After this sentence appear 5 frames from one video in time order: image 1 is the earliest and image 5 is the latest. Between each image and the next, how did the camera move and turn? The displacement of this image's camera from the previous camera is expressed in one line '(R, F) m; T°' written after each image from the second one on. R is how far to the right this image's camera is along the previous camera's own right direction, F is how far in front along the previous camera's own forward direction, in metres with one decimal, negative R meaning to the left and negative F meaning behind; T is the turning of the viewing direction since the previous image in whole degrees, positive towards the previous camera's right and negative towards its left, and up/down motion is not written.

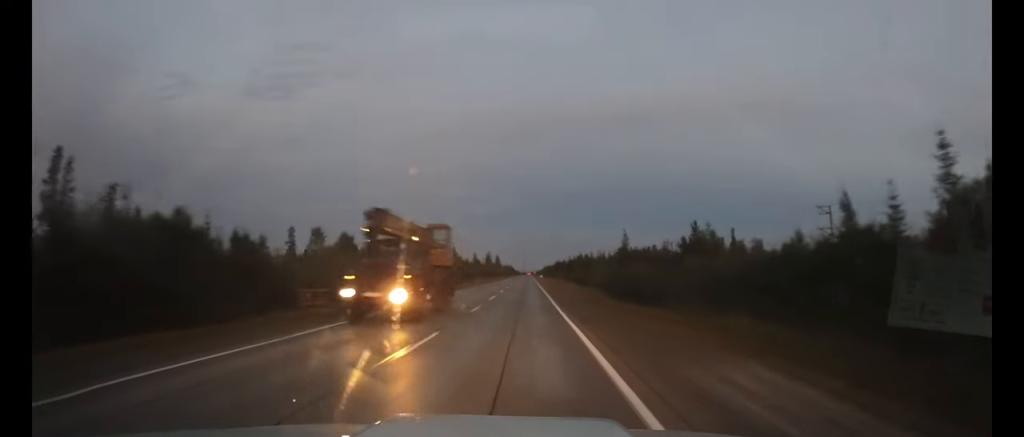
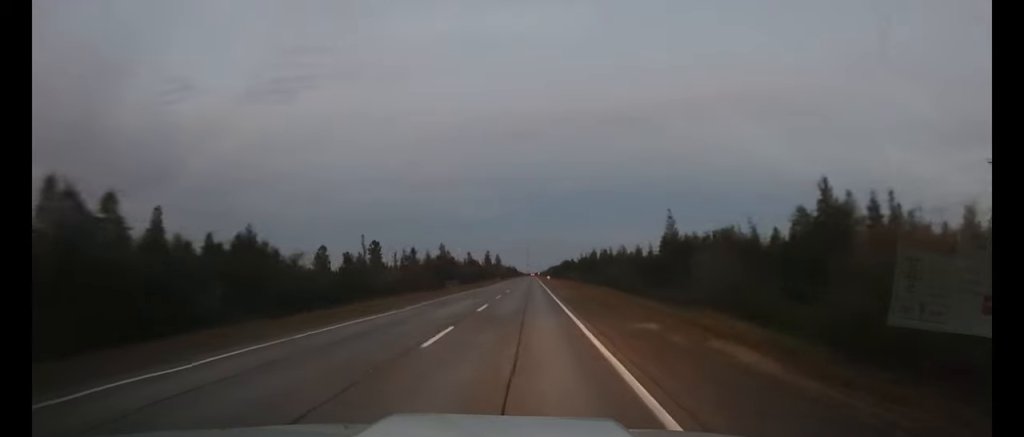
(-0.2, +34.3) m; 0°
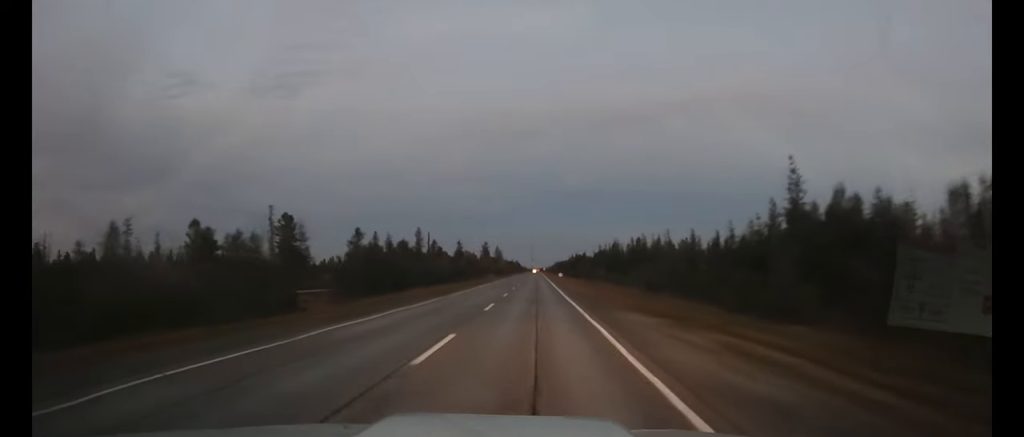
(-0.2, +37.2) m; 0°
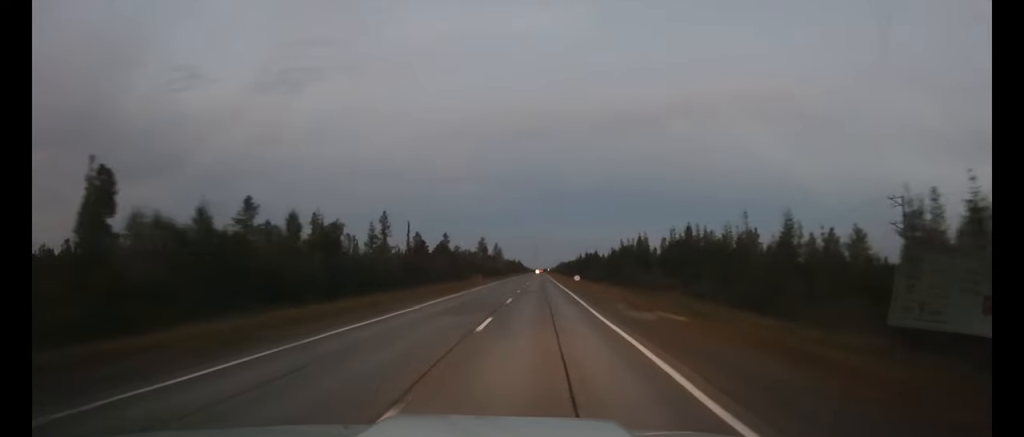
(0.0, +30.1) m; 0°
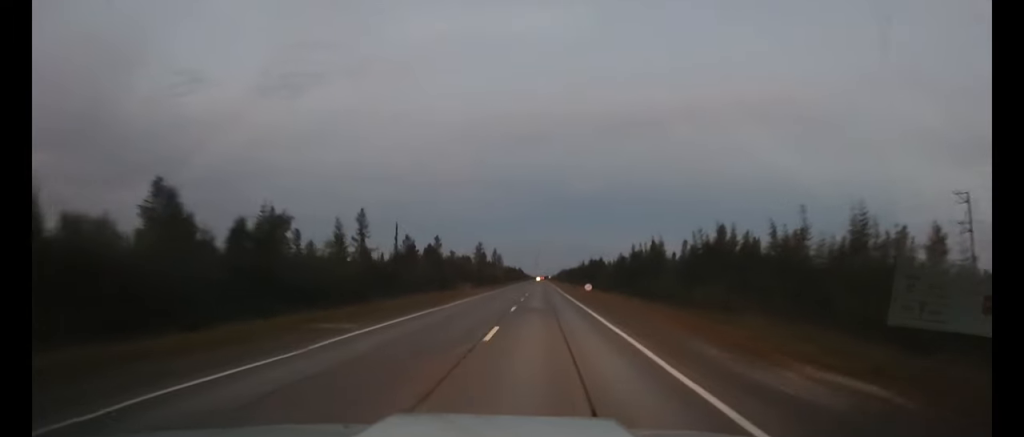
(0.0, +12.3) m; 0°
